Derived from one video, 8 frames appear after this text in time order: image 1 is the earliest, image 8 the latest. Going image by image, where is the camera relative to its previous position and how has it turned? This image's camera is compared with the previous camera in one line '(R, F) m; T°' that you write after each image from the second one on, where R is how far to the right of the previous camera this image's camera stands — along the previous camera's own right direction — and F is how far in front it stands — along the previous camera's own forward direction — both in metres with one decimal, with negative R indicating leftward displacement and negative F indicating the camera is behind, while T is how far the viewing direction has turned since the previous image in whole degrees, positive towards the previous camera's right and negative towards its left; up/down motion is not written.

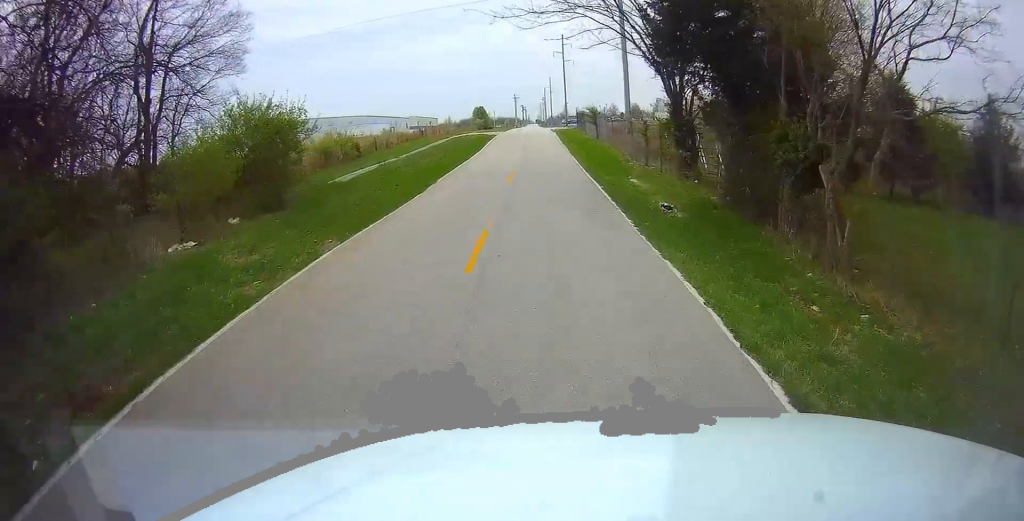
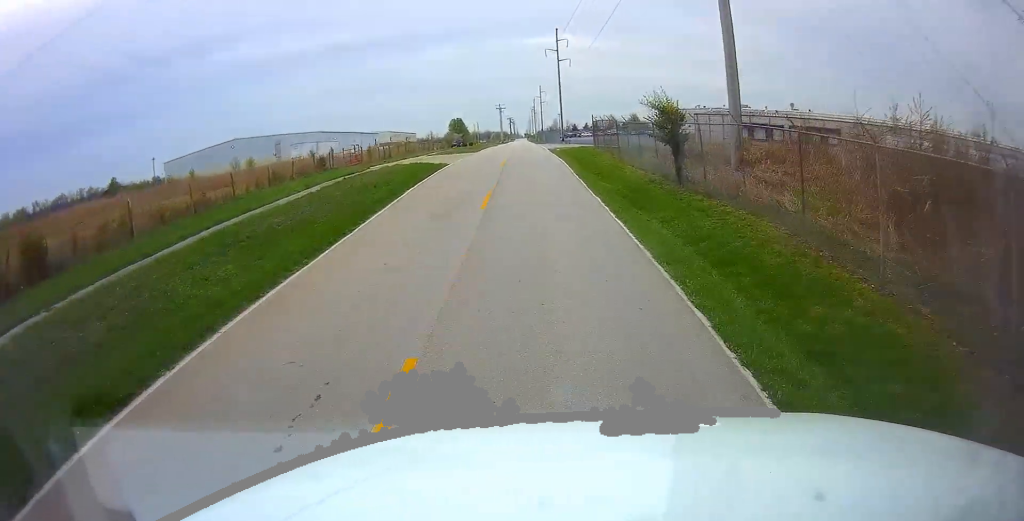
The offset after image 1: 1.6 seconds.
(+1.0, +30.8) m; +2°
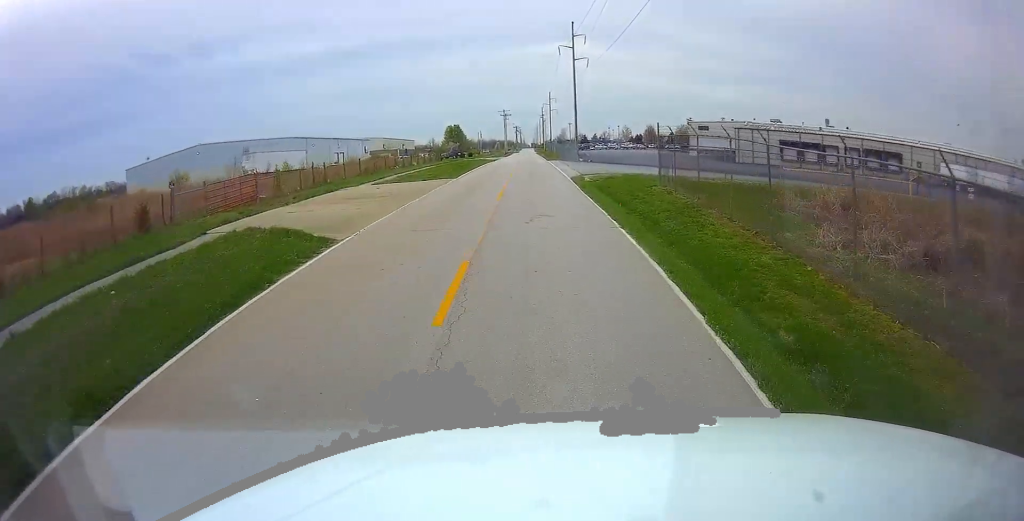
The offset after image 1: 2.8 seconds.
(-0.7, +20.5) m; -2°
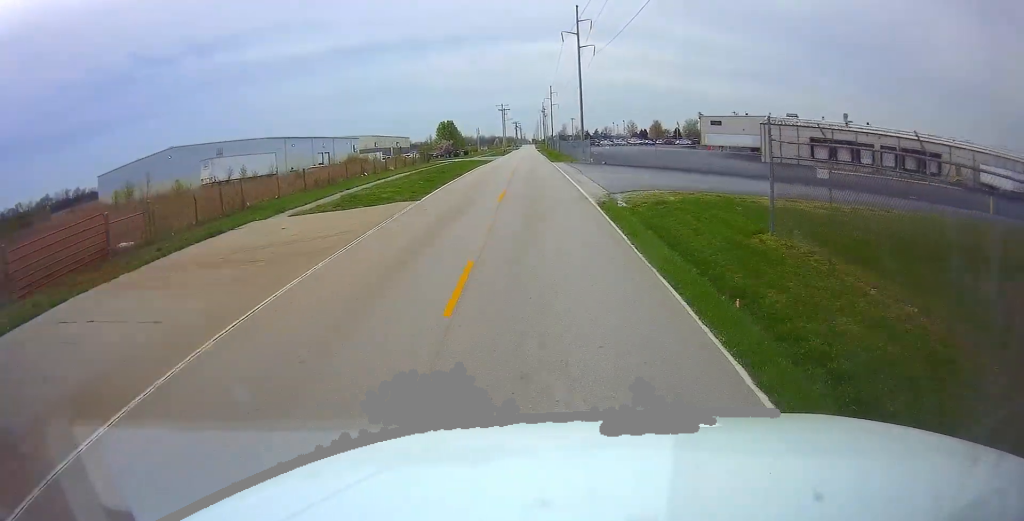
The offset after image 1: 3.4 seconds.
(0.0, +11.7) m; +2°
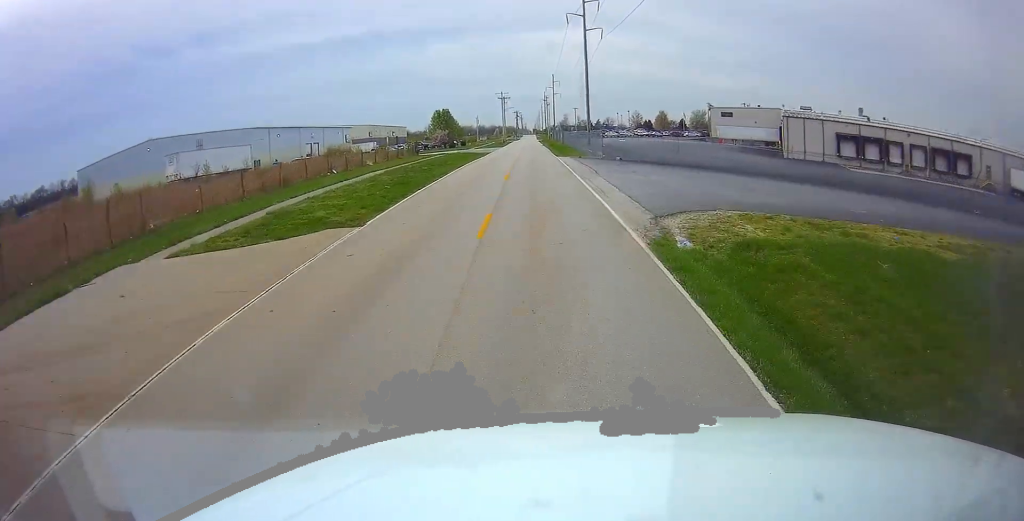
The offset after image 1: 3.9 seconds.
(0.0, +8.1) m; +1°
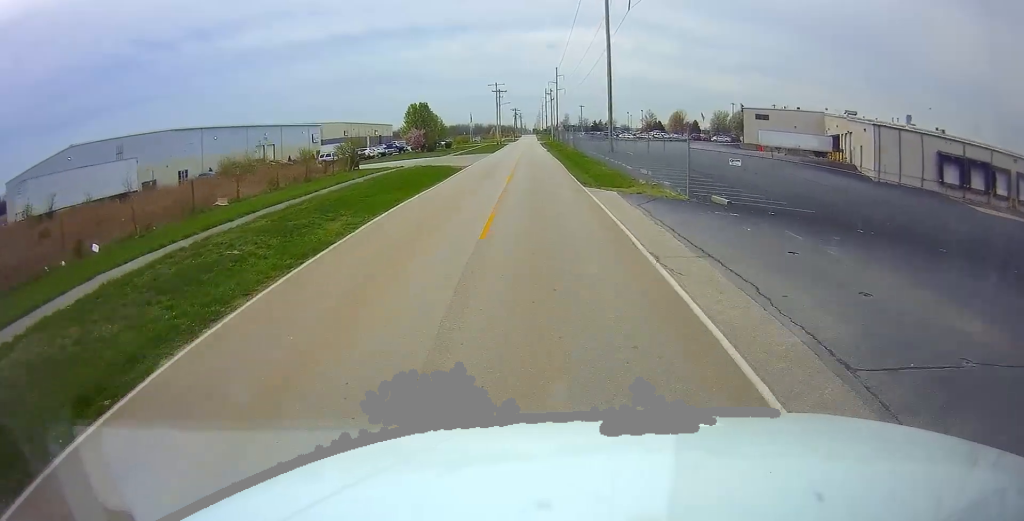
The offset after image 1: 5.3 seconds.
(+0.1, +24.0) m; 0°
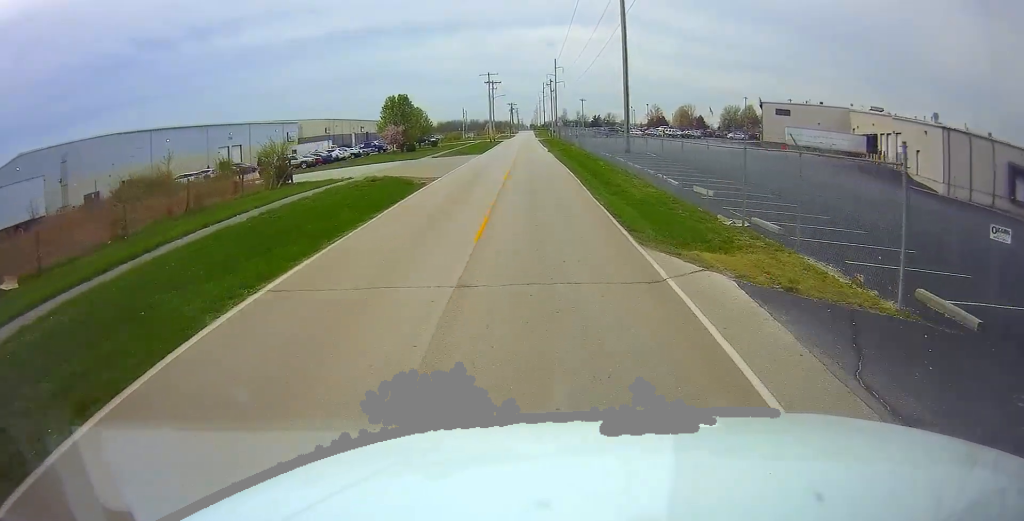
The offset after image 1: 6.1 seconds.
(0.0, +12.5) m; 0°
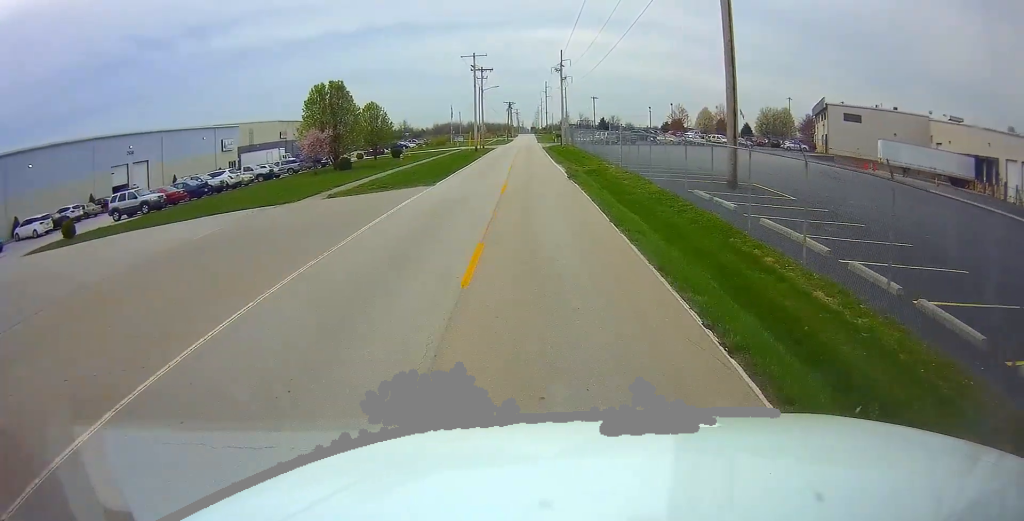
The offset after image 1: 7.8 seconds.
(-0.3, +27.2) m; -2°
